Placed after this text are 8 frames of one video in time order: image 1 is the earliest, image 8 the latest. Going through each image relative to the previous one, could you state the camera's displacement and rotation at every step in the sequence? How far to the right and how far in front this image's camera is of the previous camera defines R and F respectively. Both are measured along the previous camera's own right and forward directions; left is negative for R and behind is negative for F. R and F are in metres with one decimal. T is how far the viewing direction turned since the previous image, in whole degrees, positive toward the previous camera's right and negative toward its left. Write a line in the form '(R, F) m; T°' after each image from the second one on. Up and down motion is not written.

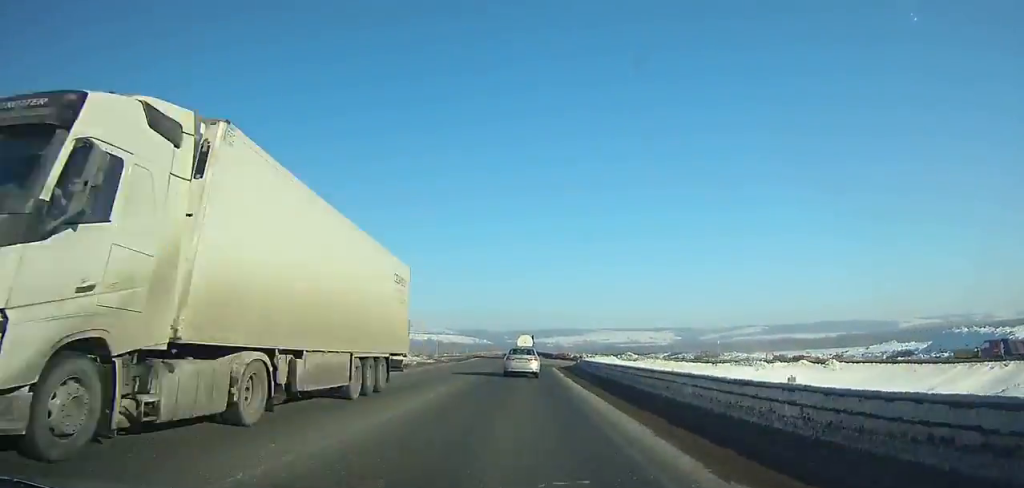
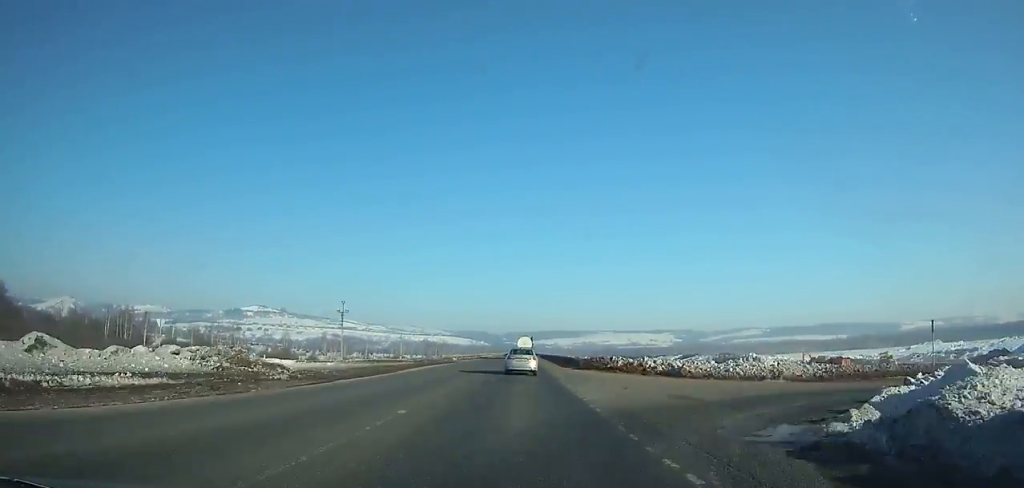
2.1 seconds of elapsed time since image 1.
(0.0, +43.9) m; 0°
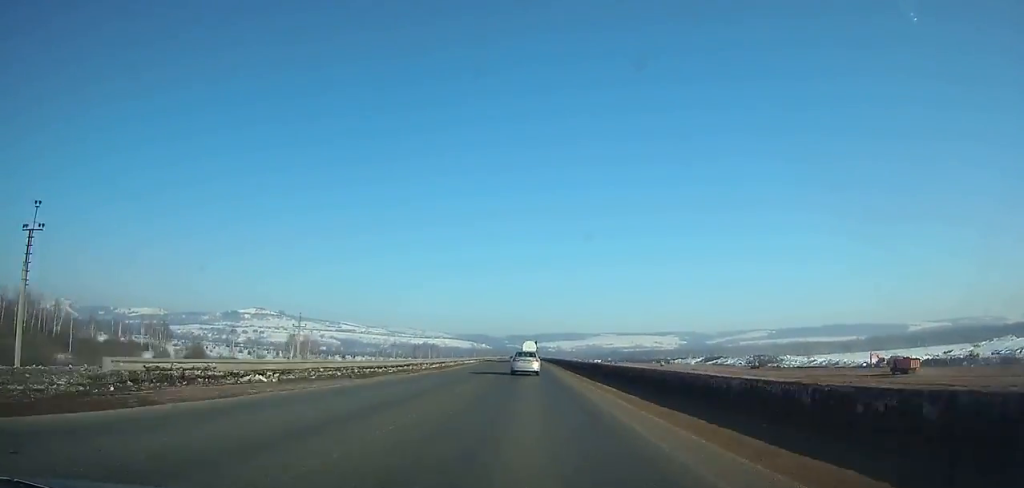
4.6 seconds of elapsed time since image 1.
(+0.1, +52.9) m; 0°
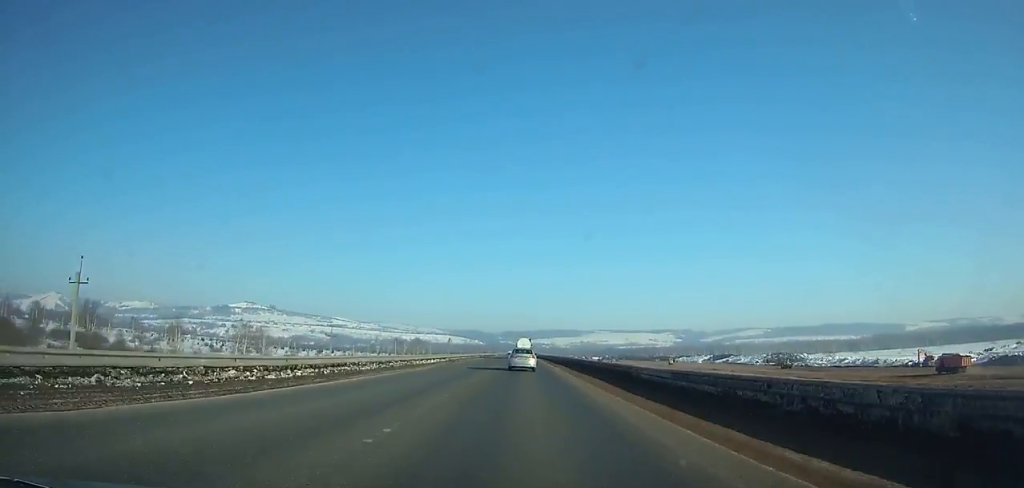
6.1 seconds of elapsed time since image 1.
(+0.1, +32.3) m; 0°
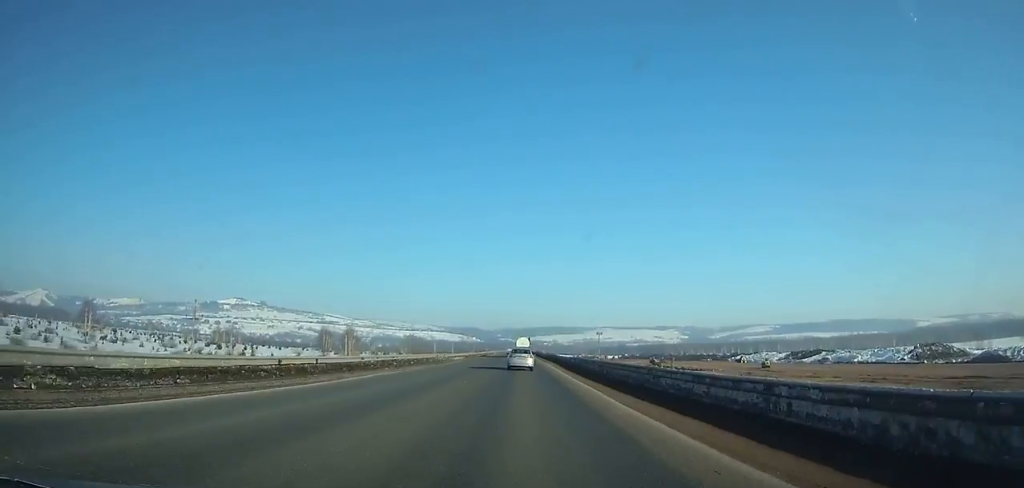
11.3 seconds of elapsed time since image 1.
(-0.2, +113.8) m; 0°
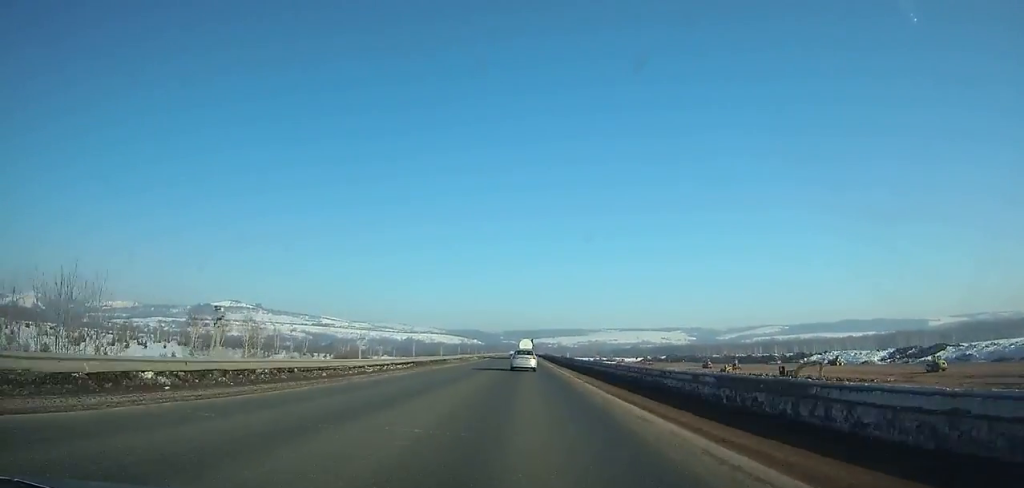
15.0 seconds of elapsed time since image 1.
(+0.2, +82.0) m; 0°
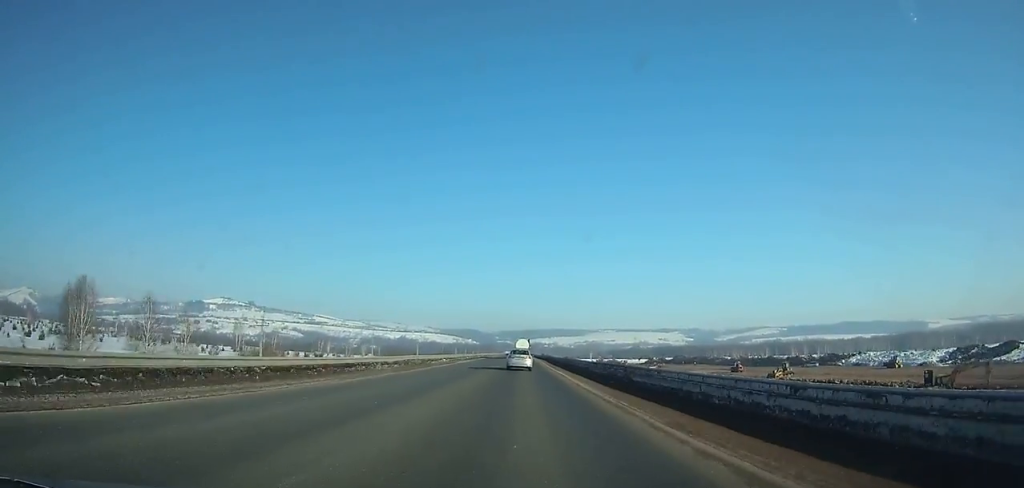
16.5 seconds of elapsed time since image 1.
(0.0, +33.4) m; 0°
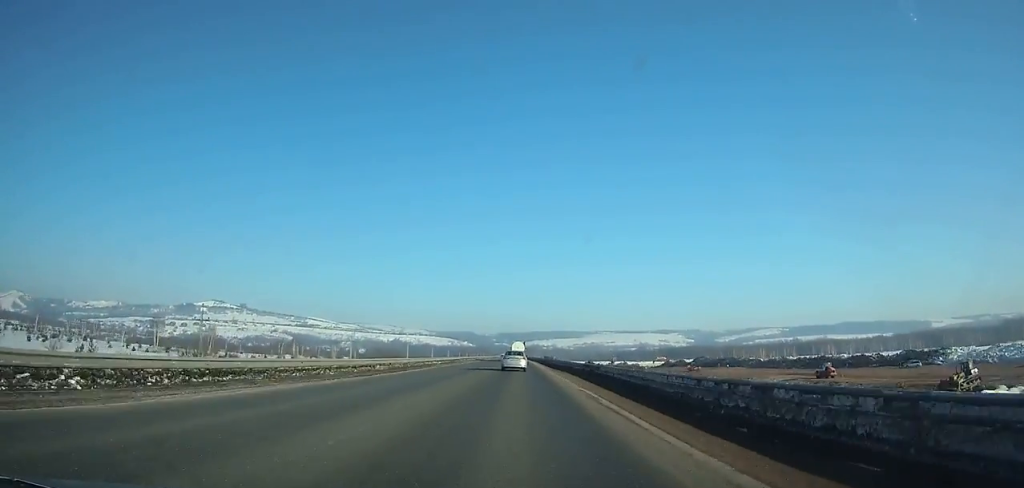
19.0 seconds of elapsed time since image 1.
(+0.1, +55.9) m; 0°
